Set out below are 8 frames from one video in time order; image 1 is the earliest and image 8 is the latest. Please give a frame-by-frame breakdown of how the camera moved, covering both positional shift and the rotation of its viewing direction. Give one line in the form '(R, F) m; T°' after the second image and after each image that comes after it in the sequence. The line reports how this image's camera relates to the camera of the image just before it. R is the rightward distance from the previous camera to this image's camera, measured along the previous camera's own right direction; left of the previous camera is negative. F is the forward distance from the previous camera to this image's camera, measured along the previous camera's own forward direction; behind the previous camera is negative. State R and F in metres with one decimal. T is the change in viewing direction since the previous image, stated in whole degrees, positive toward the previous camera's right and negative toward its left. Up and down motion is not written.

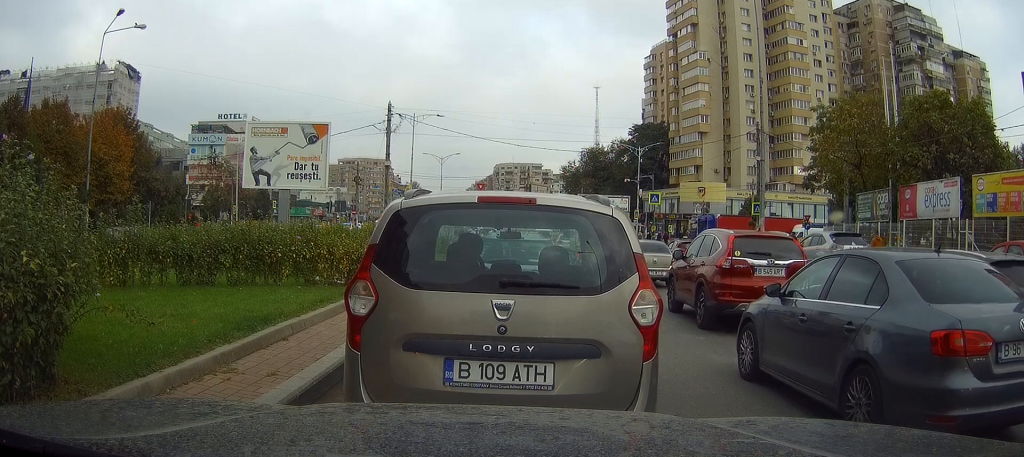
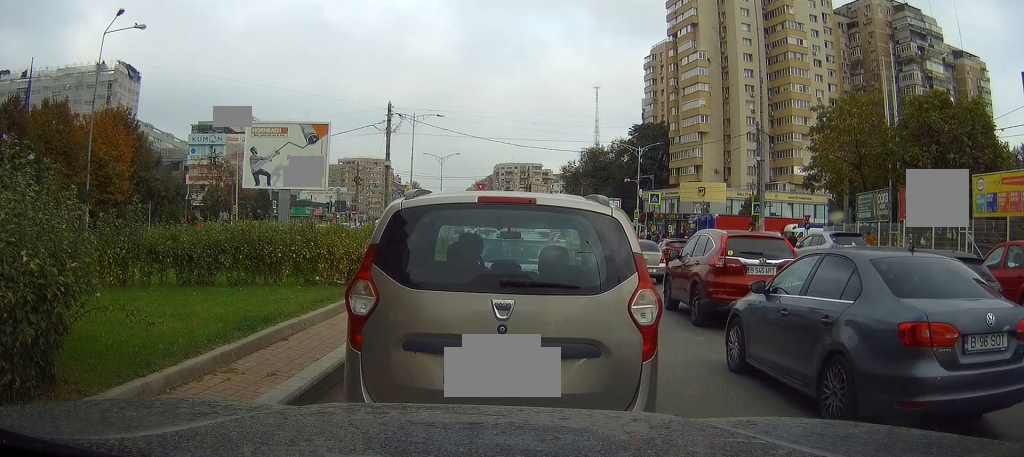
(0.0, 0.0) m; 0°
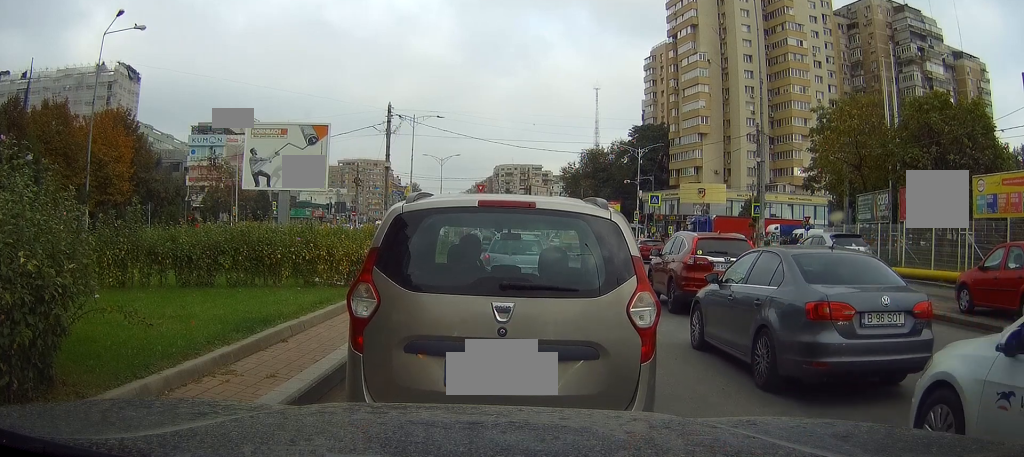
(0.0, 0.0) m; 0°
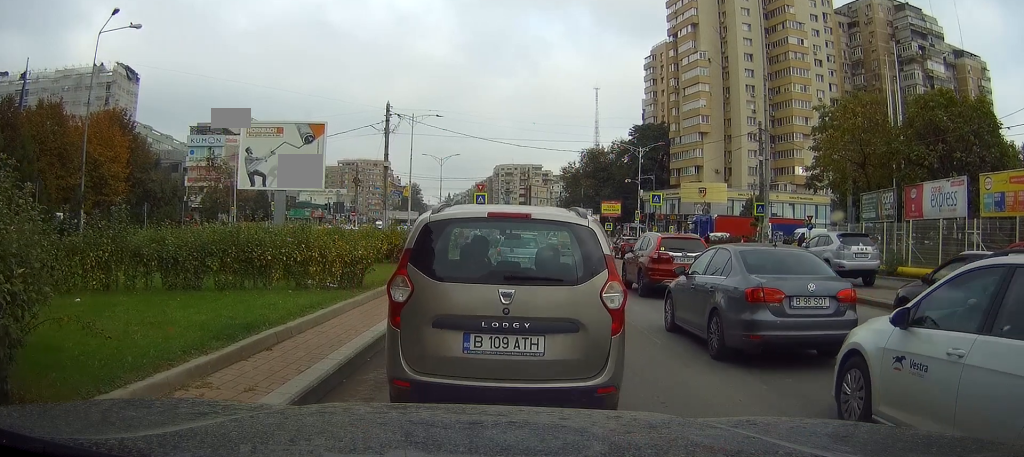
(0.0, 0.0) m; 0°
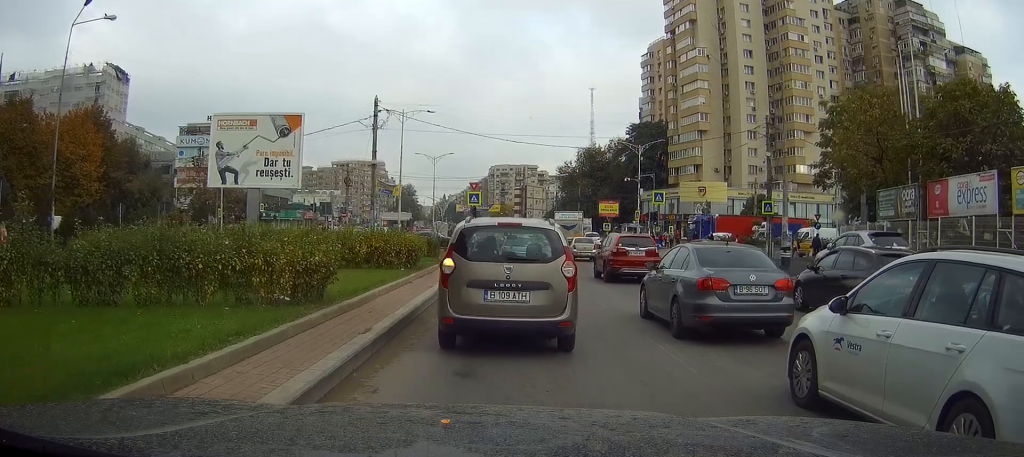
(0.0, +1.4) m; 0°
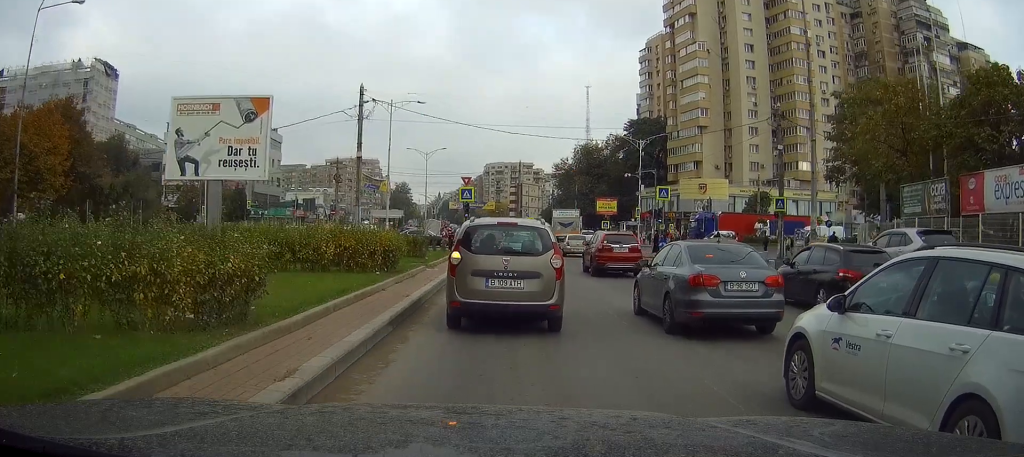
(0.0, +2.4) m; +1°
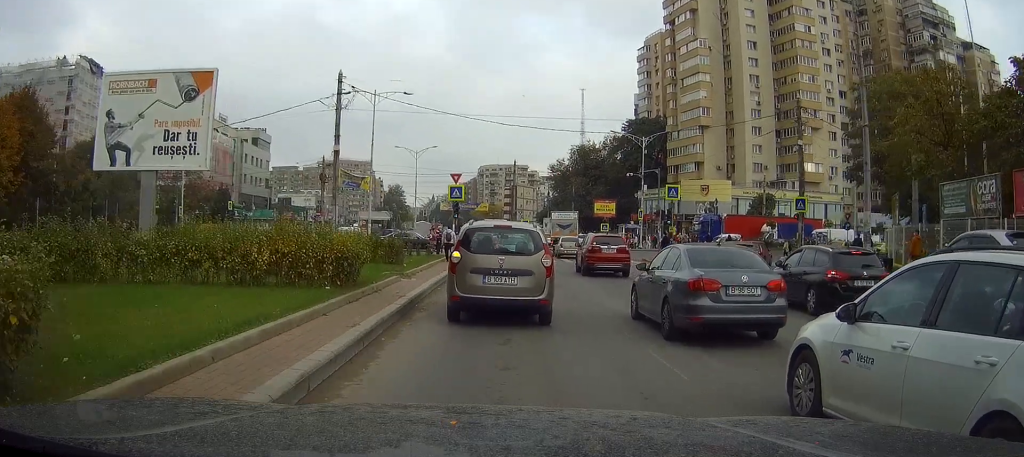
(0.0, +3.9) m; +1°
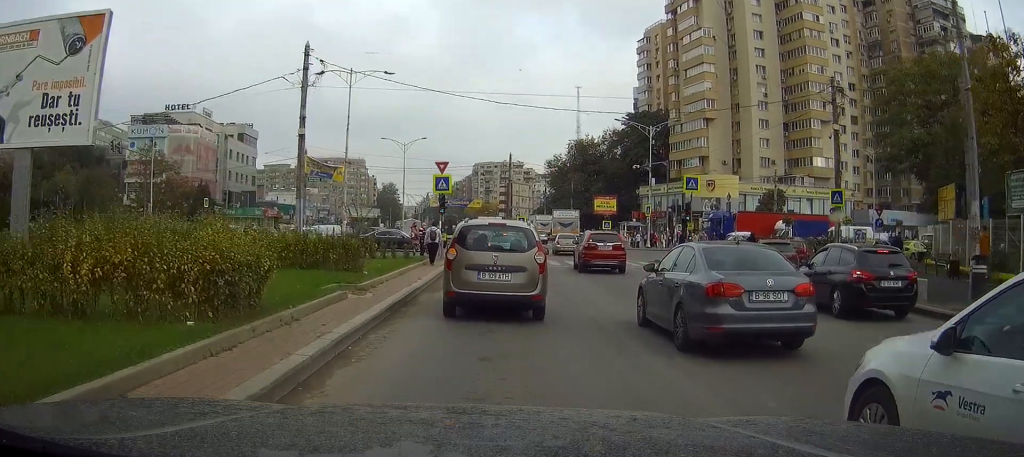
(+0.1, +5.1) m; +1°
